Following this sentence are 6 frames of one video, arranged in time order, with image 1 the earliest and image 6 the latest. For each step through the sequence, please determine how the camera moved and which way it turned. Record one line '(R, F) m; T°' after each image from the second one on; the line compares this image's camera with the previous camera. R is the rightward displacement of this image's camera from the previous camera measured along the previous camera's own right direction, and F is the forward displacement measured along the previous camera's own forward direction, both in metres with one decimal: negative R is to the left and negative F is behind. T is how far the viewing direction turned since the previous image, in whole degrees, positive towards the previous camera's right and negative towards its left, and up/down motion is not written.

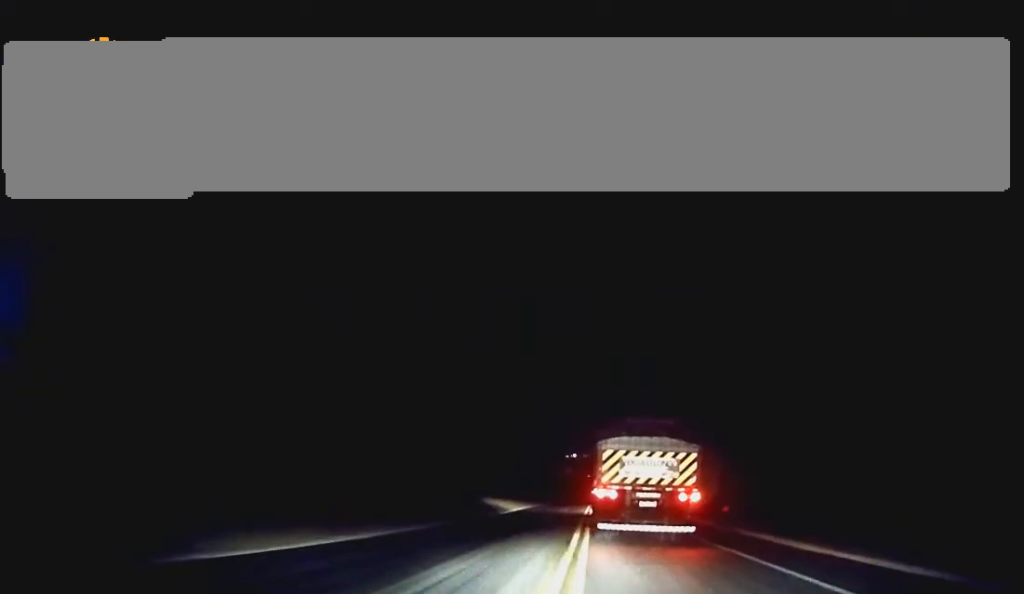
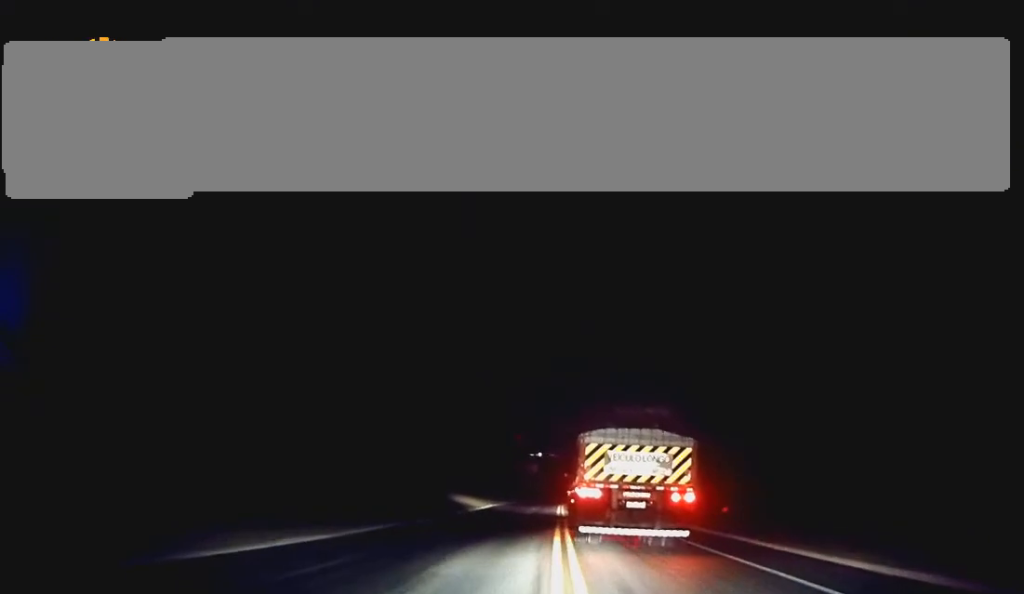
(+0.2, +16.9) m; +1°
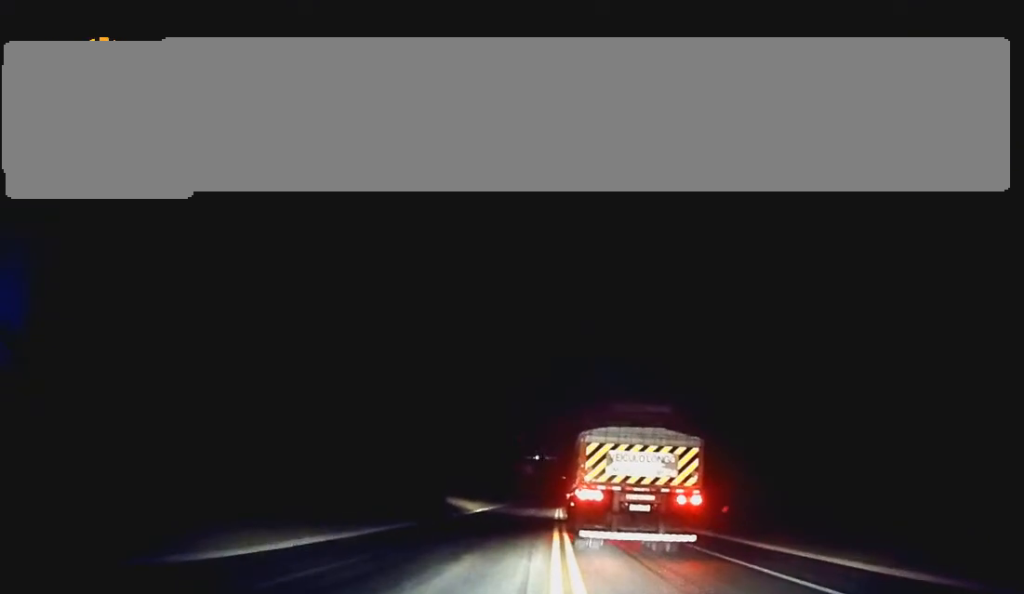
(0.0, +8.2) m; 0°
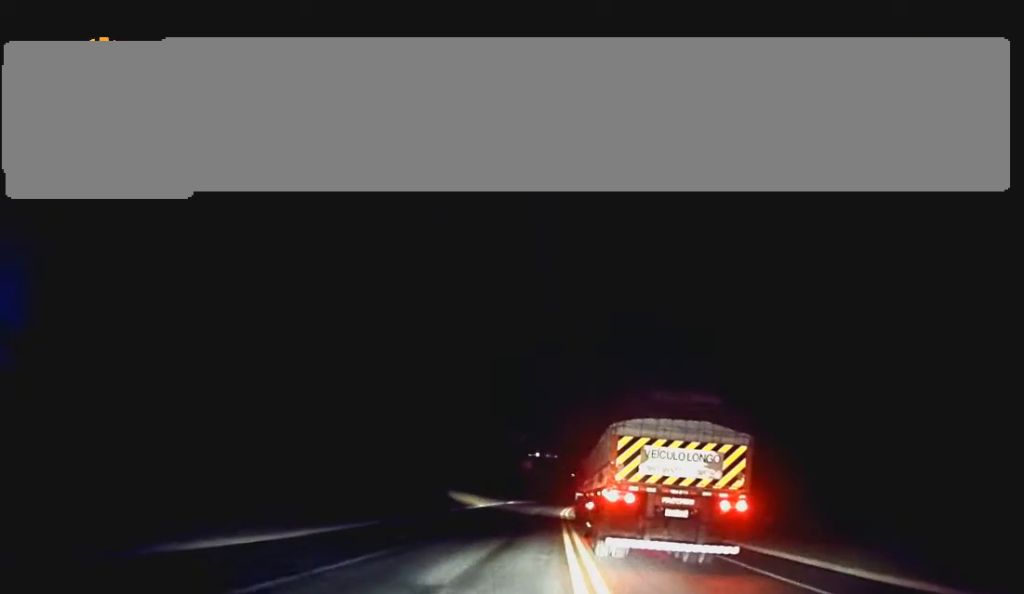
(+0.3, +22.9) m; +1°
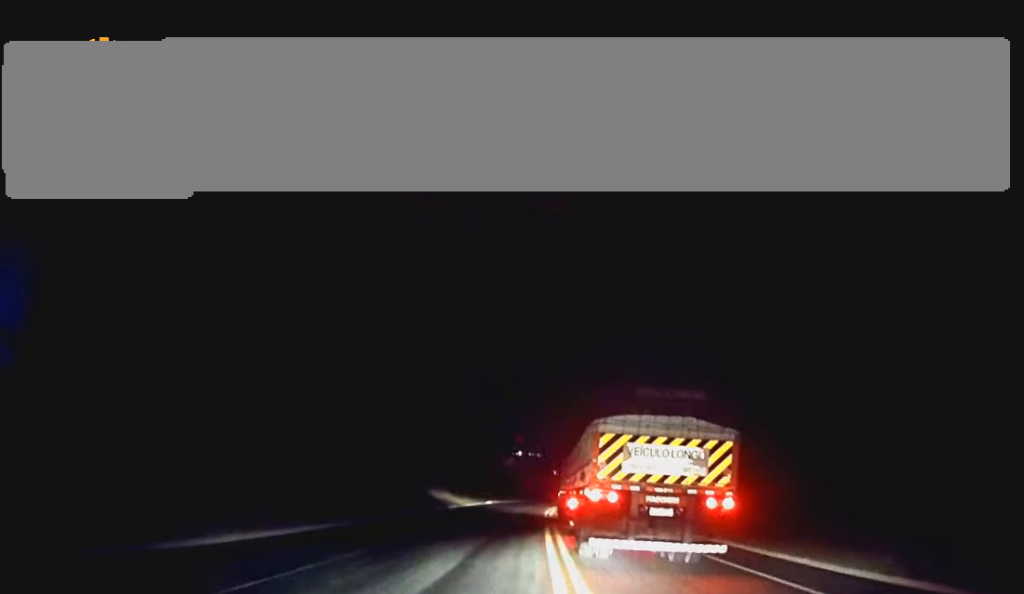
(0.0, +7.9) m; 0°
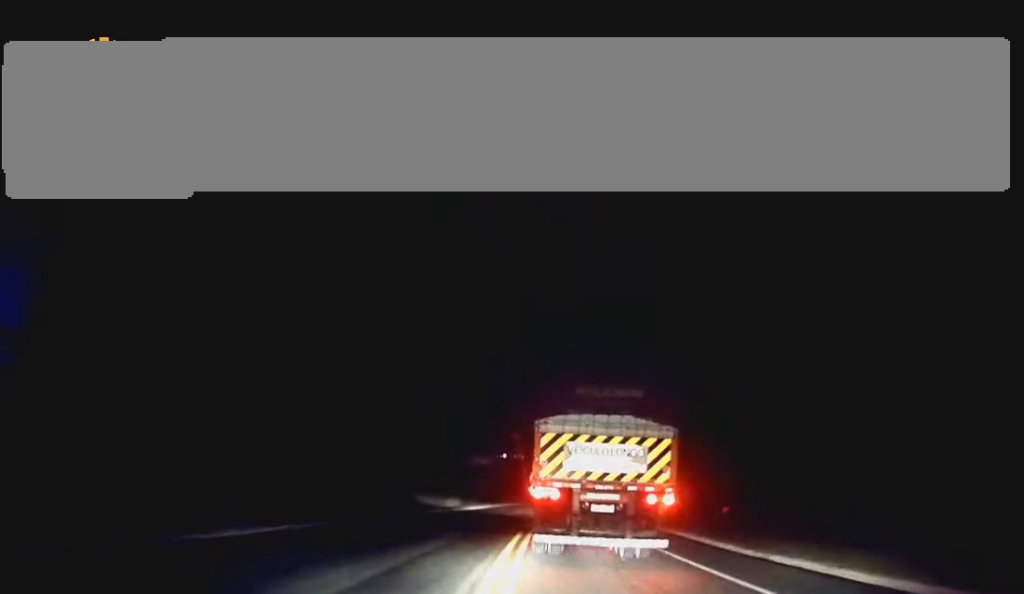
(+0.4, +31.4) m; +2°
